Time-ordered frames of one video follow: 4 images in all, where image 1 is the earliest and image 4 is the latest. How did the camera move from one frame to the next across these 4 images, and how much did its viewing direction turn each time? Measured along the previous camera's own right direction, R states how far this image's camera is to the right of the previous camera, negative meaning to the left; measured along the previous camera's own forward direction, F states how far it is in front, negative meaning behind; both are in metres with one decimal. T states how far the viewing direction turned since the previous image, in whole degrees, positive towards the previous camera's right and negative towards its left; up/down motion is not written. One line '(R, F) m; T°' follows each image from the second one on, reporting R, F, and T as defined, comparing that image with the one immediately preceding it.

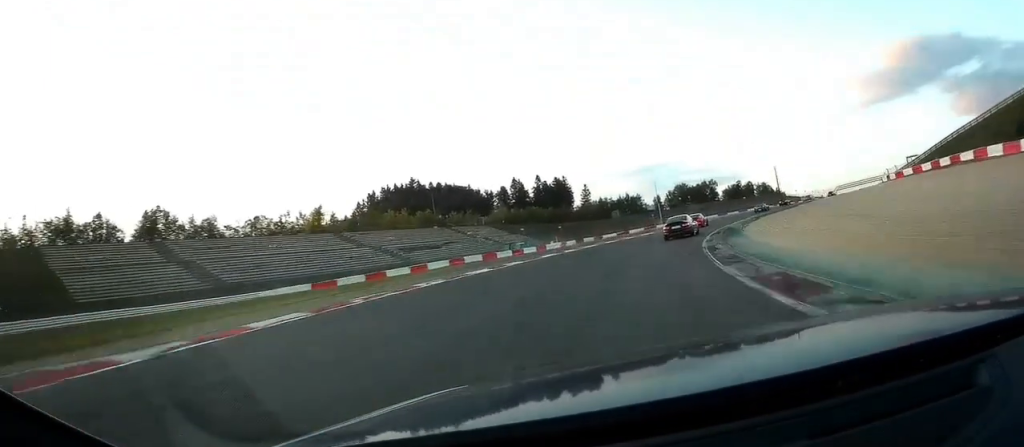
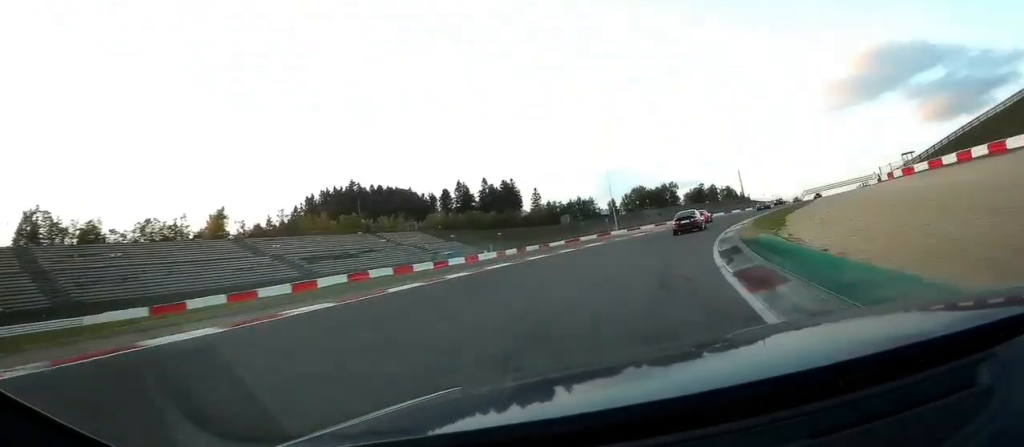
(+1.4, +19.5) m; +4°
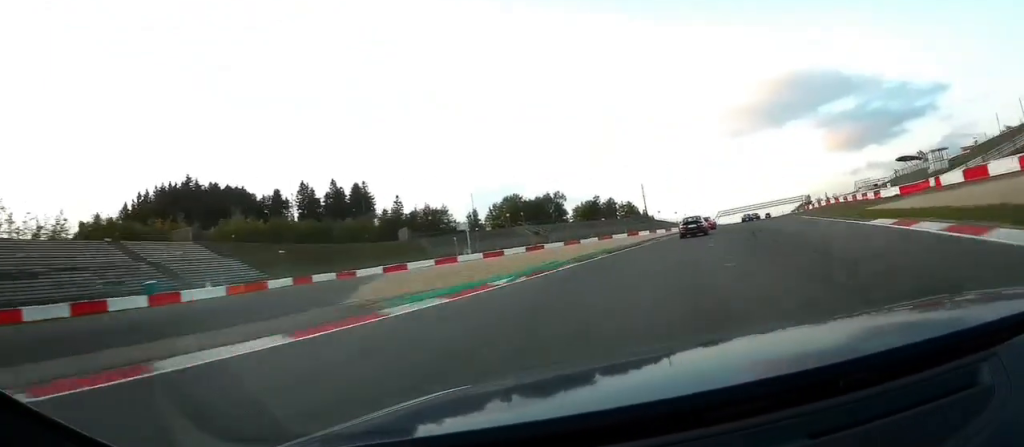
(+4.8, +54.7) m; +9°
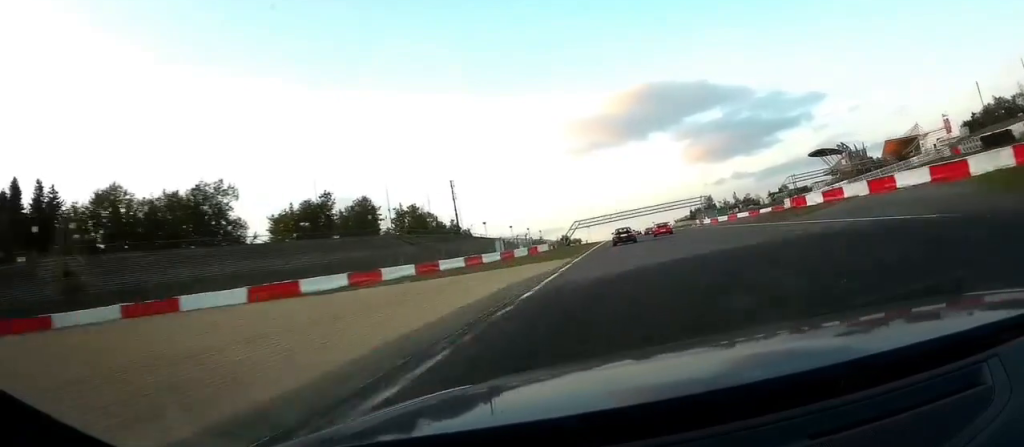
(+10.1, +101.7) m; +8°
